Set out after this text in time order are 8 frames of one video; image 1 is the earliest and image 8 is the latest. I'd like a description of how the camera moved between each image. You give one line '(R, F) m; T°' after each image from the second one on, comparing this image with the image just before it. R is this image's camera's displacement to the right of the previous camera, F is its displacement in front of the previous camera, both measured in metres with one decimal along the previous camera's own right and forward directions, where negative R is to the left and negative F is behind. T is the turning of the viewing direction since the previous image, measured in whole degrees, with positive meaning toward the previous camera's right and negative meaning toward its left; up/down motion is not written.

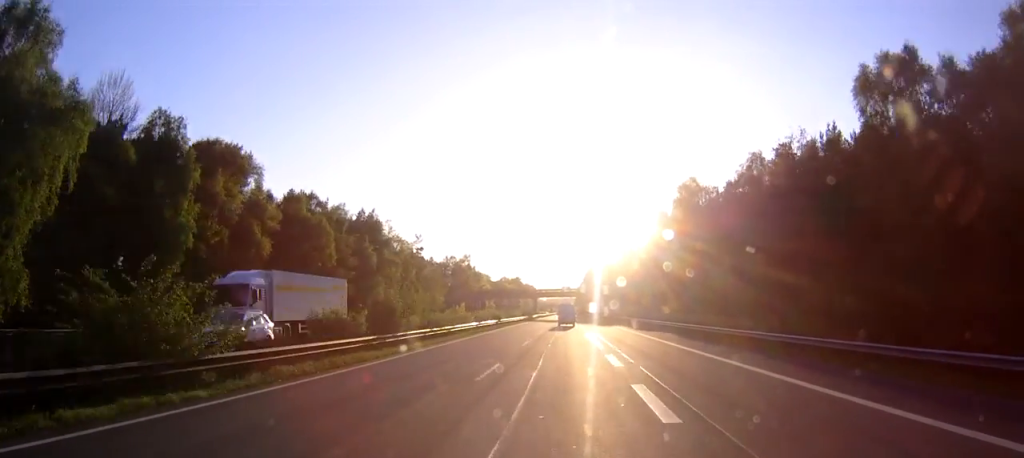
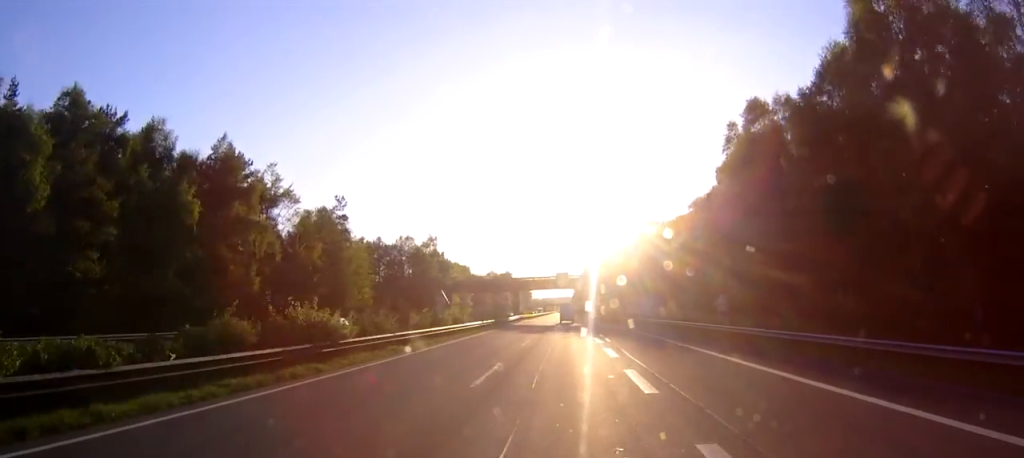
(+0.3, +55.6) m; 0°
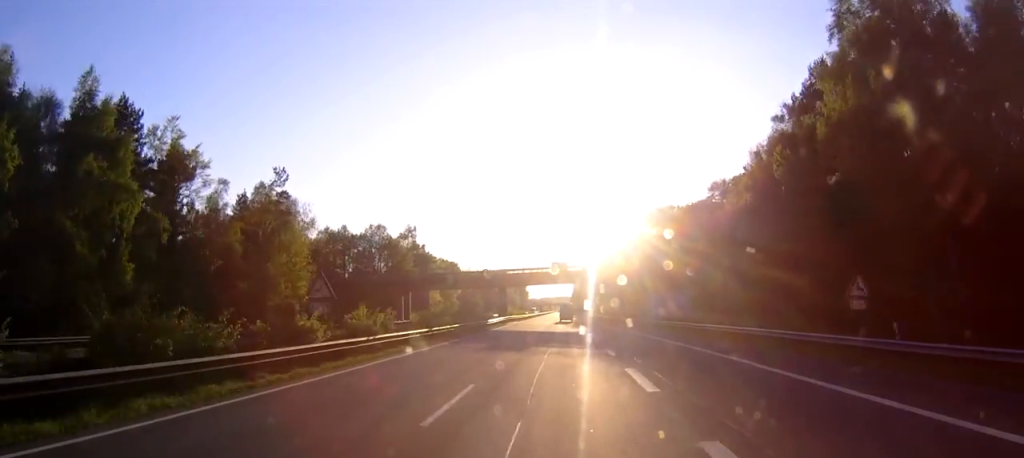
(0.0, +23.9) m; 0°
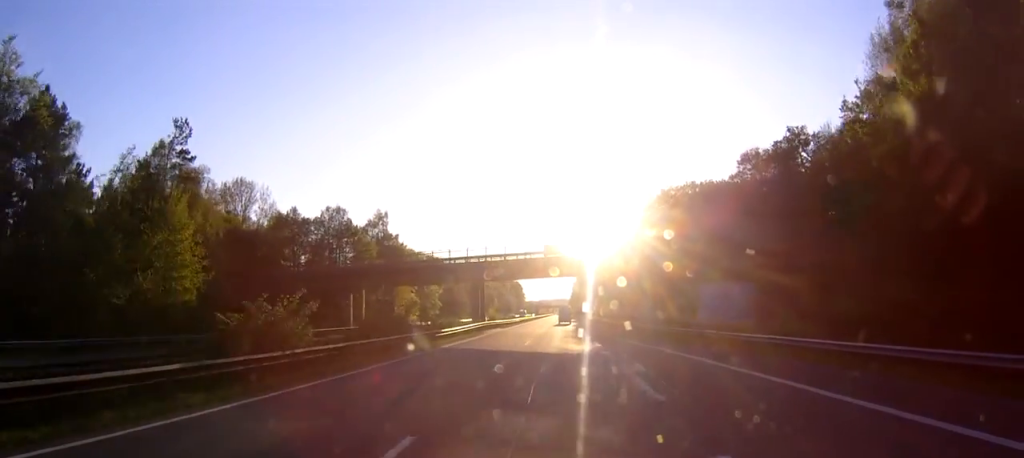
(0.0, +24.7) m; 0°
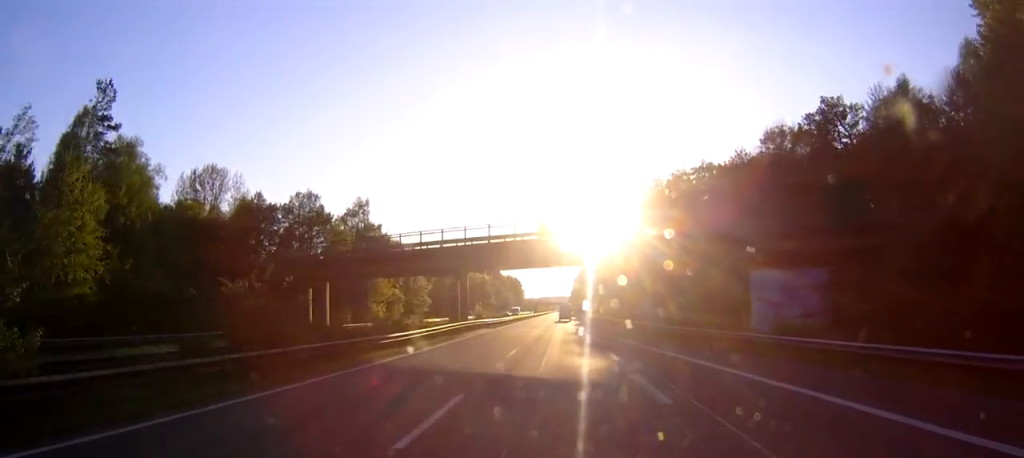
(0.0, +13.3) m; 0°
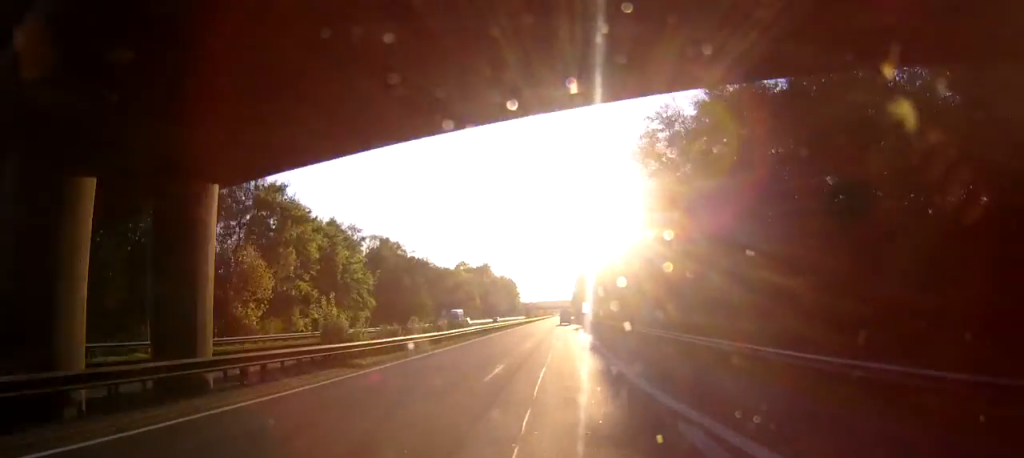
(-0.2, +44.4) m; 0°
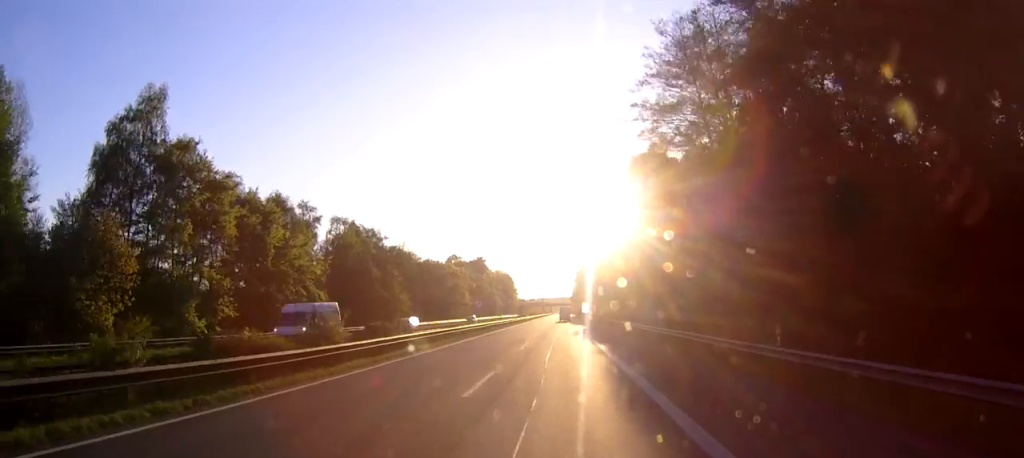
(-0.1, +22.4) m; 0°
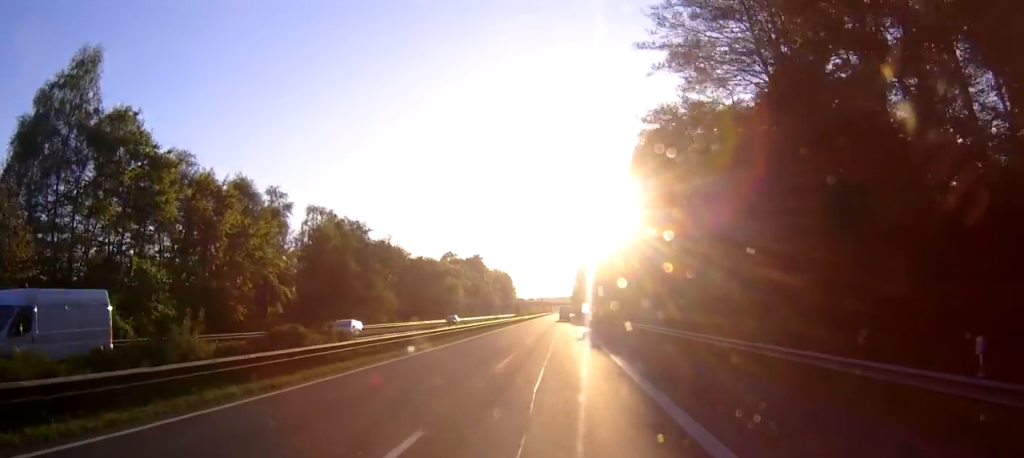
(+0.1, +10.8) m; 0°
